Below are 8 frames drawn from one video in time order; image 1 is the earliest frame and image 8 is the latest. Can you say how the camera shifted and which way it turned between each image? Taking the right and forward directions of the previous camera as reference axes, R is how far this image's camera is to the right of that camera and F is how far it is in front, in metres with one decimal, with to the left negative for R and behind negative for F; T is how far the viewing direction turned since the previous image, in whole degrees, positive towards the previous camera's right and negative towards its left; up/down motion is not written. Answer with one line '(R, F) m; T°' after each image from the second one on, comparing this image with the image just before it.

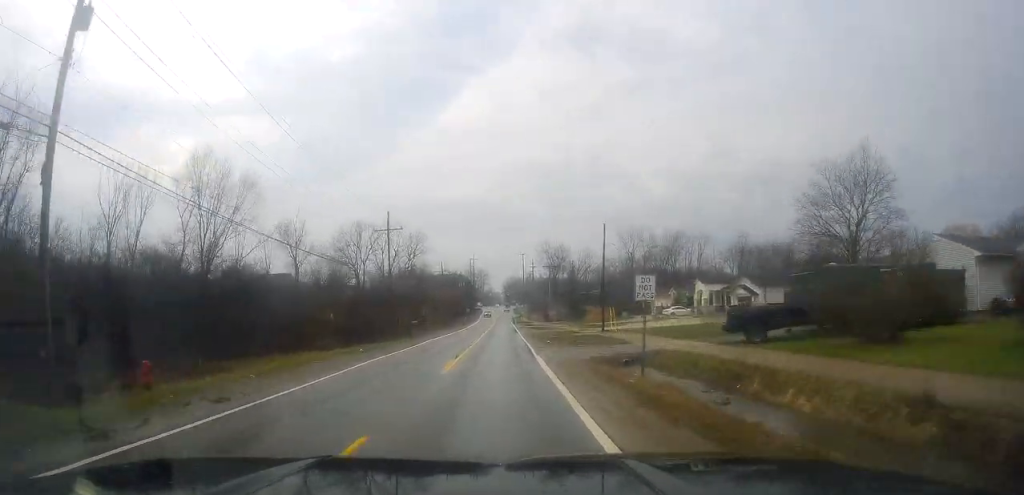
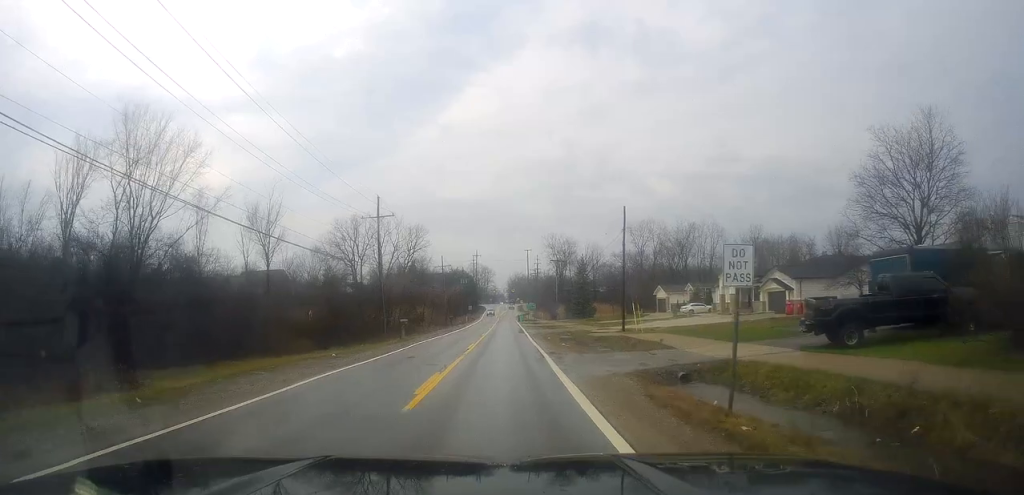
(-0.2, +6.7) m; 0°
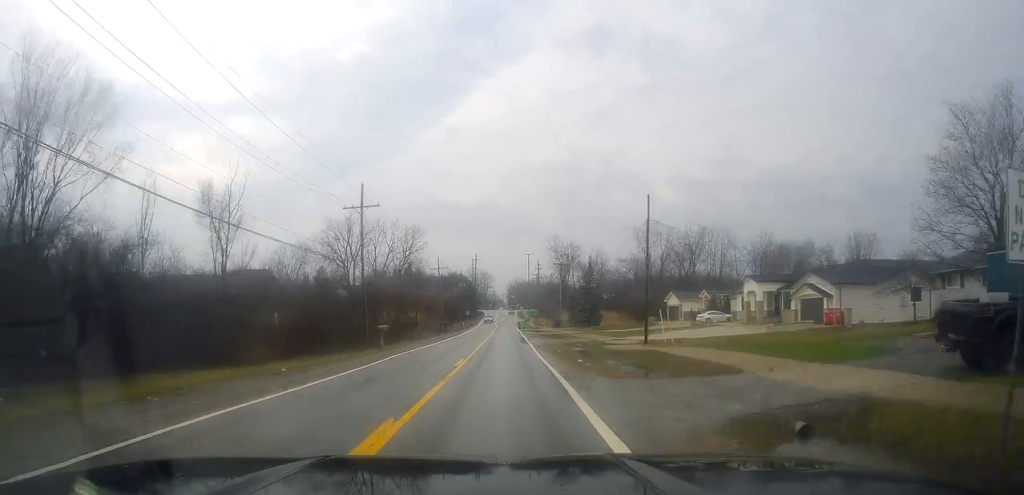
(-0.2, +6.7) m; 0°
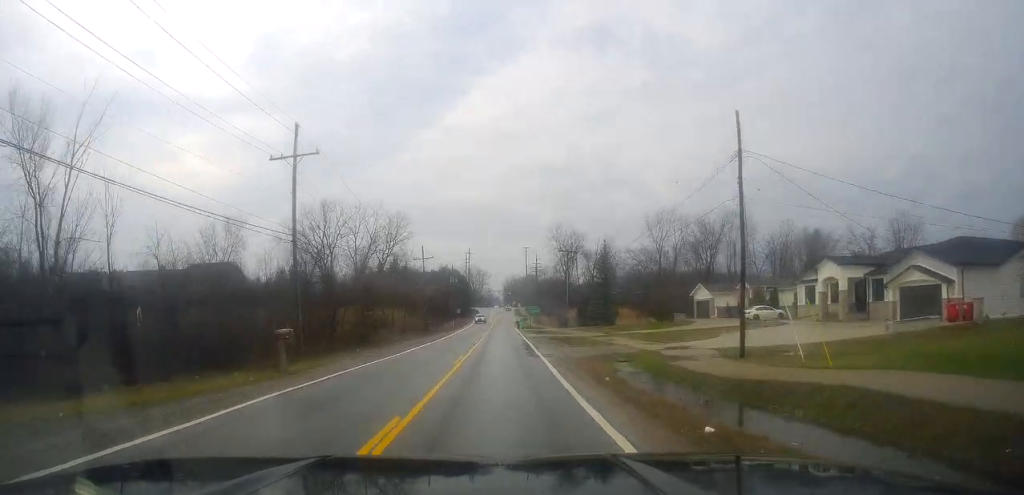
(+0.4, +14.8) m; 0°
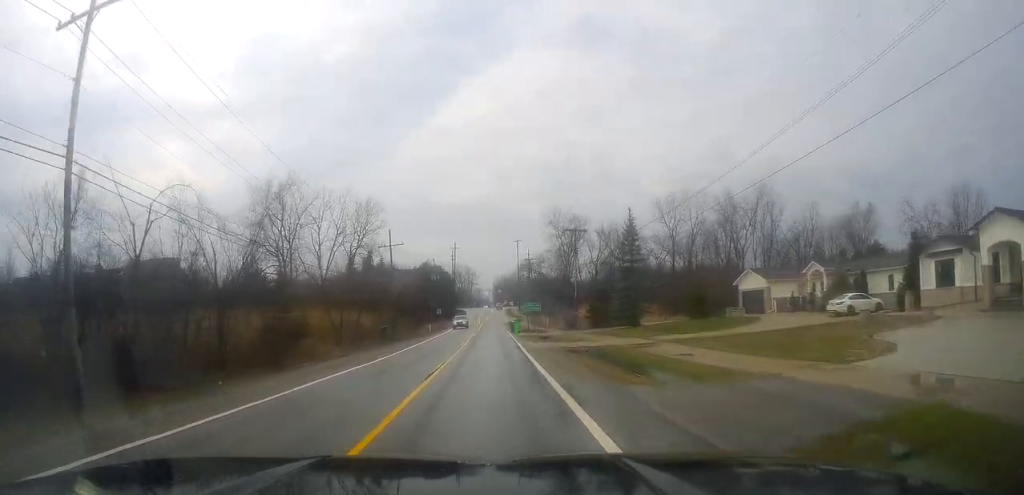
(-0.4, +17.9) m; -2°
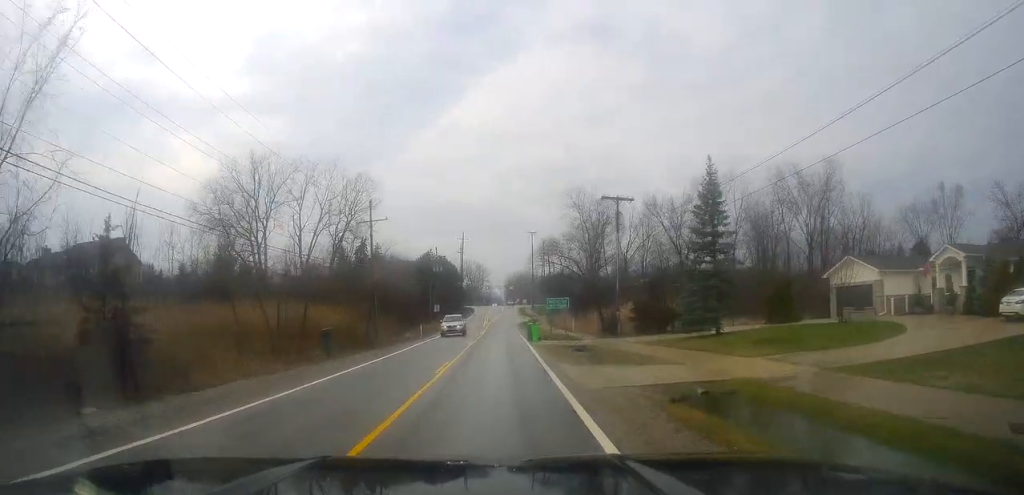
(0.0, +16.3) m; 0°
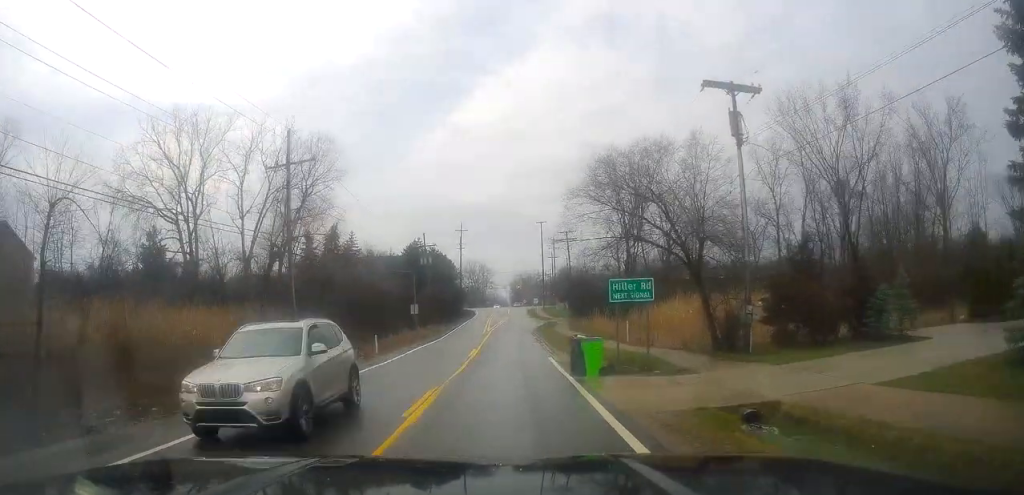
(0.0, +22.8) m; 0°
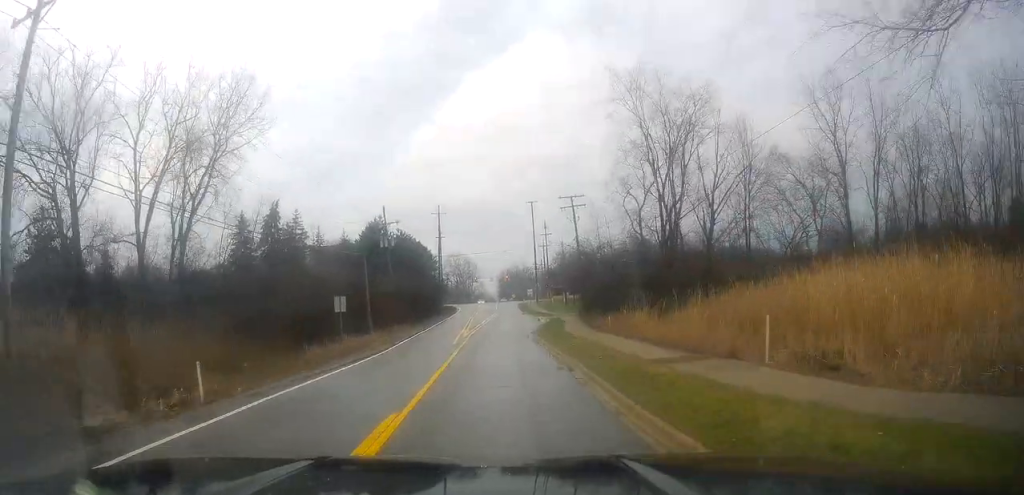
(+0.2, +20.0) m; +2°
